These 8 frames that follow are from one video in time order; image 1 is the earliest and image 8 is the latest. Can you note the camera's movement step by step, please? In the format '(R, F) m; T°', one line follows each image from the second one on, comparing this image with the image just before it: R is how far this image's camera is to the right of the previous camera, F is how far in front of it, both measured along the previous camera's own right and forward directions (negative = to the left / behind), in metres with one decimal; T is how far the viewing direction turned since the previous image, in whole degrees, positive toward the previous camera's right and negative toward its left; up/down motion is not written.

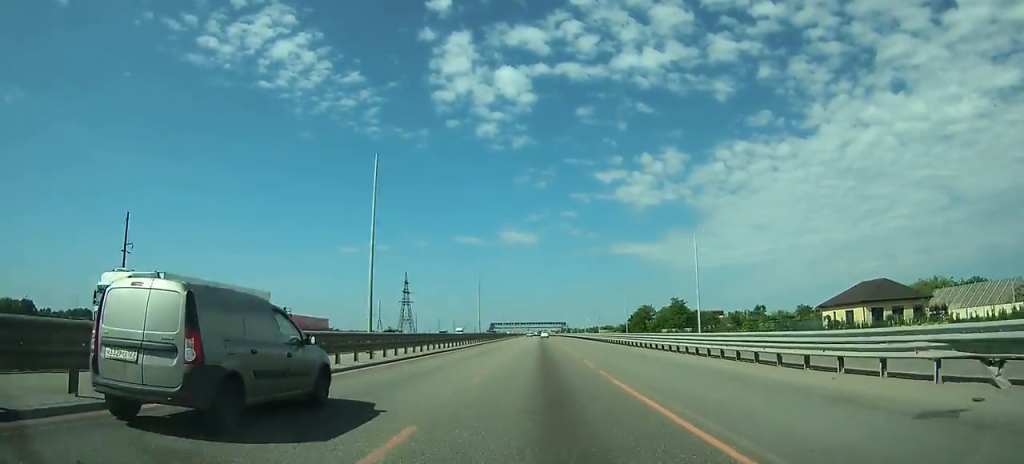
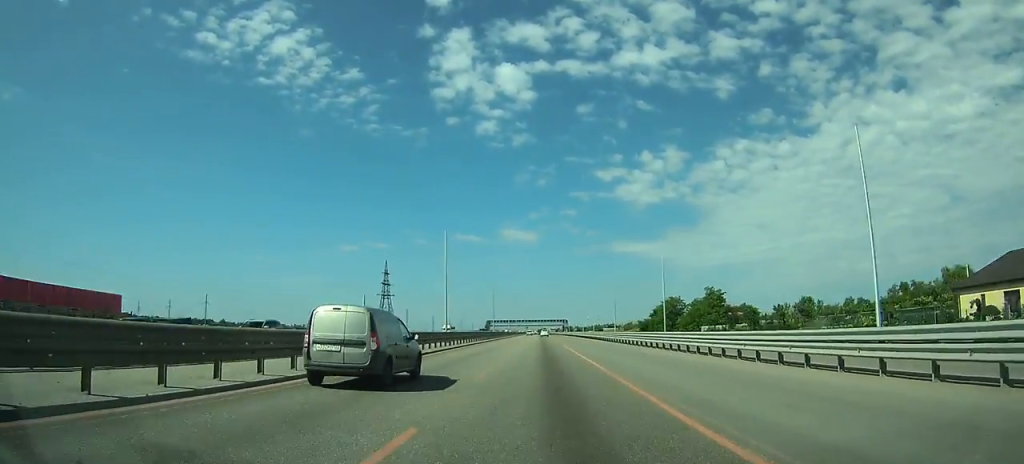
(-0.2, +29.6) m; 0°
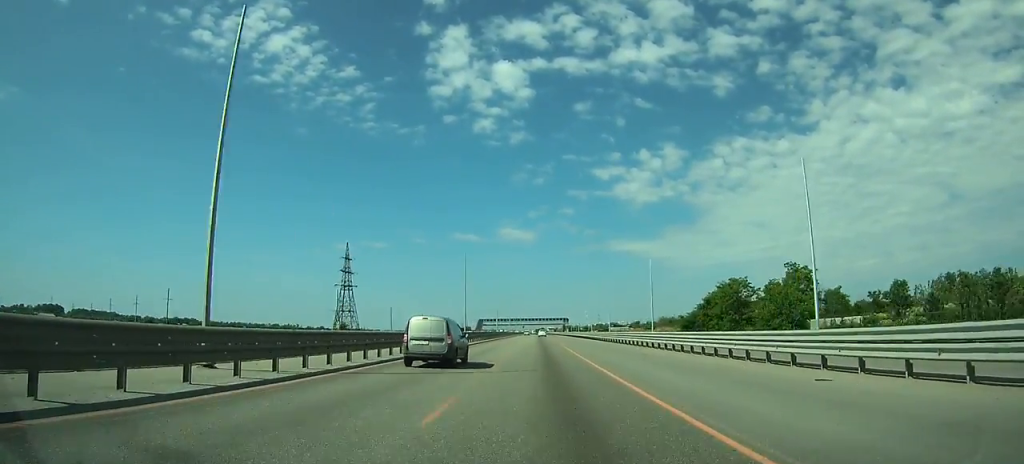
(-0.1, +38.4) m; 0°
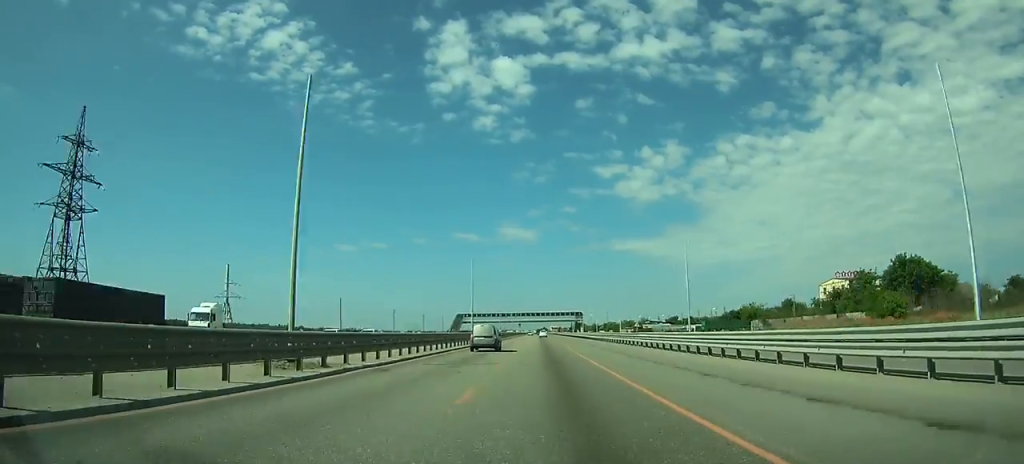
(+0.2, +101.7) m; 0°
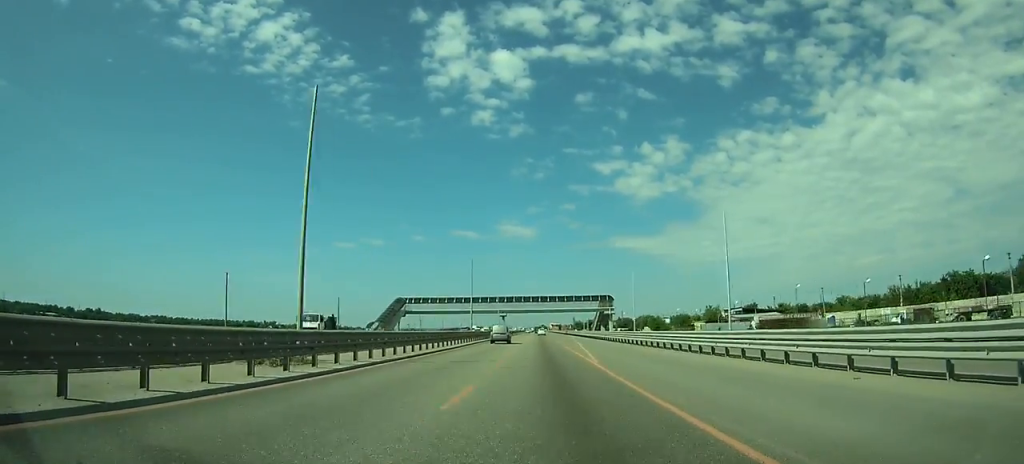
(0.0, +110.1) m; 0°
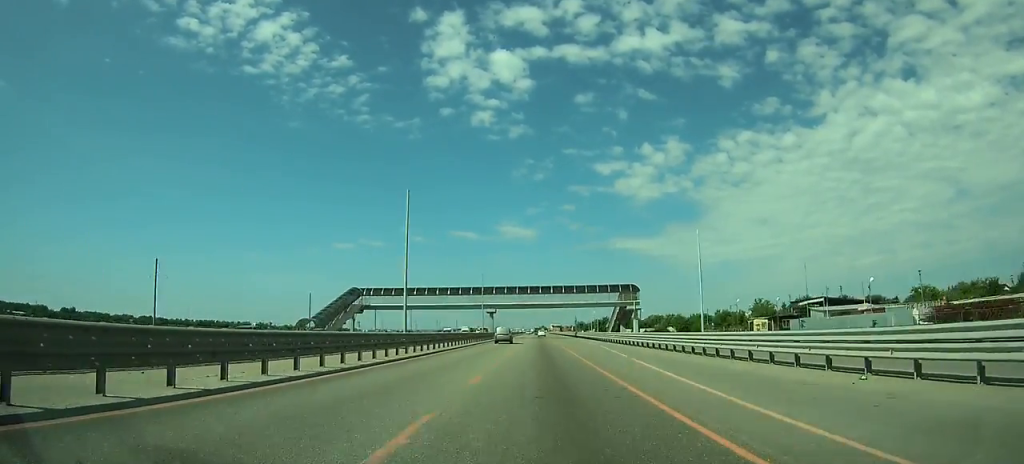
(0.0, +37.3) m; 0°
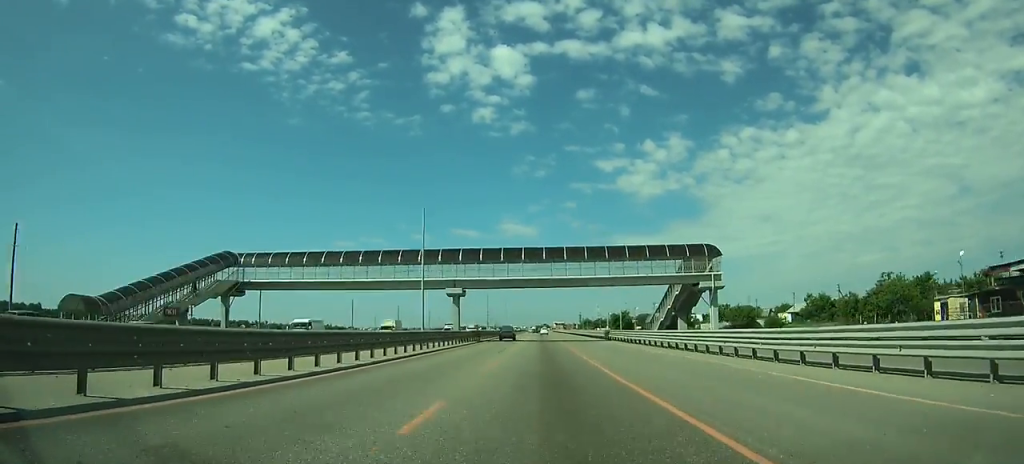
(-0.2, +49.0) m; 0°
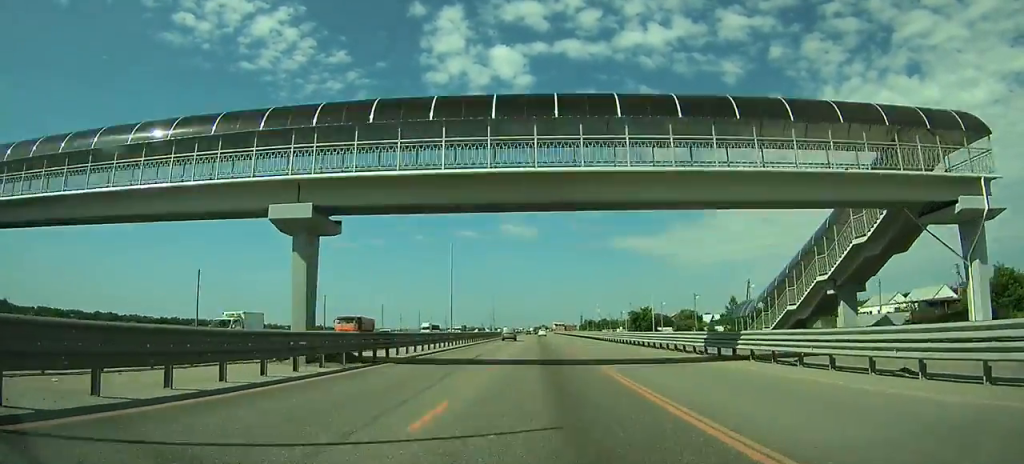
(0.0, +39.5) m; 0°
